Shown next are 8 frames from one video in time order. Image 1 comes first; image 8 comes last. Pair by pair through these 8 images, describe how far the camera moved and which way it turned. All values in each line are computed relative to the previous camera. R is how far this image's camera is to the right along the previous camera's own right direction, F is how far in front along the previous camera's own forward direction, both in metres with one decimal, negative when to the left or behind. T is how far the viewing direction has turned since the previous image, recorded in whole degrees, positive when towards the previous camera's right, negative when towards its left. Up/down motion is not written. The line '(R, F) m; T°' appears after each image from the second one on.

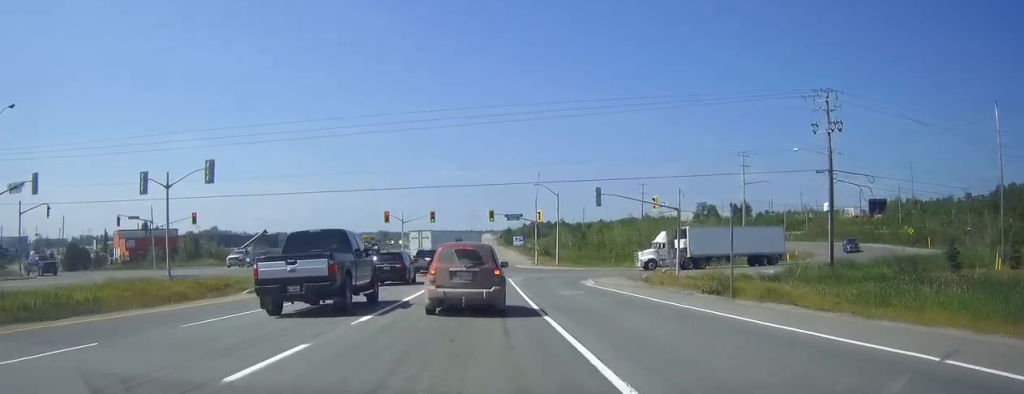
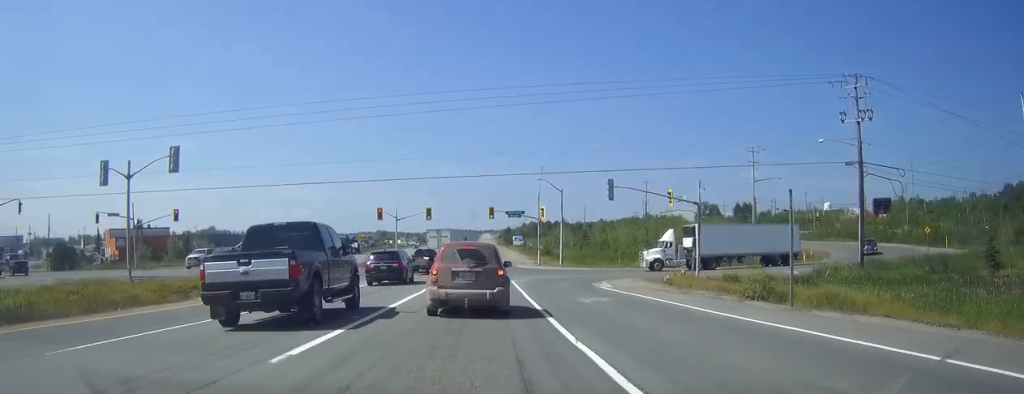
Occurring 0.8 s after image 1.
(0.0, +5.2) m; 0°
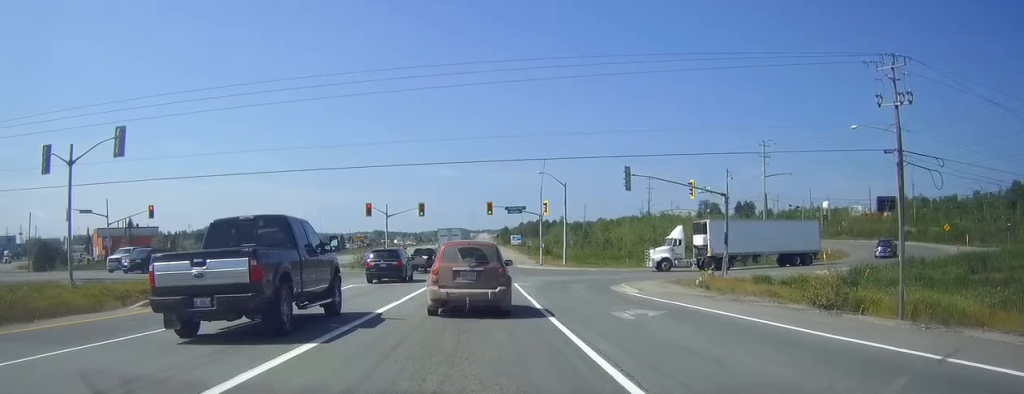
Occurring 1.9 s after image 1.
(0.0, +6.1) m; -1°
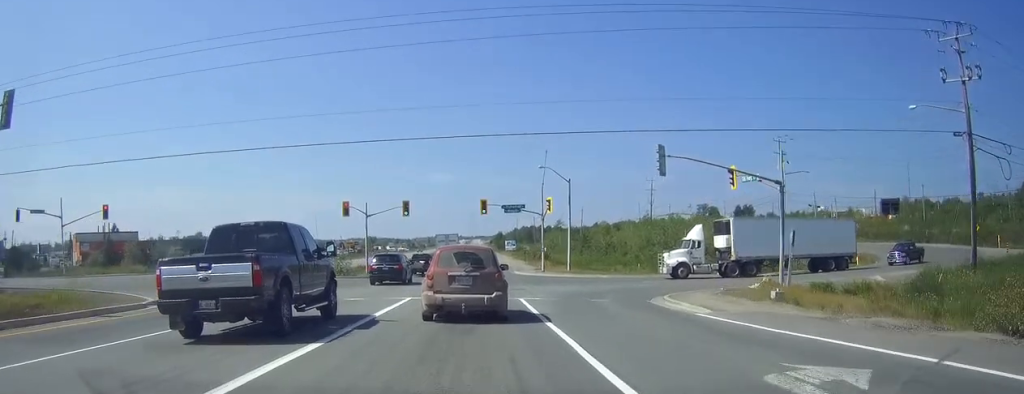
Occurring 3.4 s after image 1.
(-0.2, +8.5) m; -1°
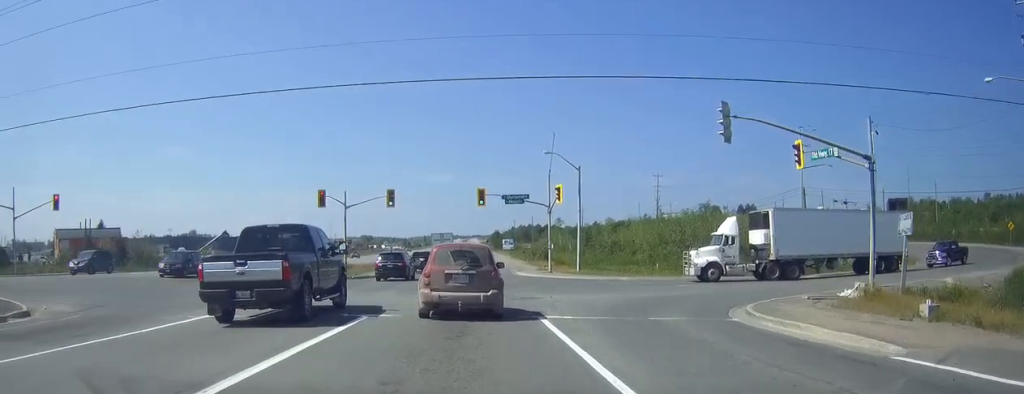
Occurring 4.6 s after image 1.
(0.0, +7.5) m; +1°
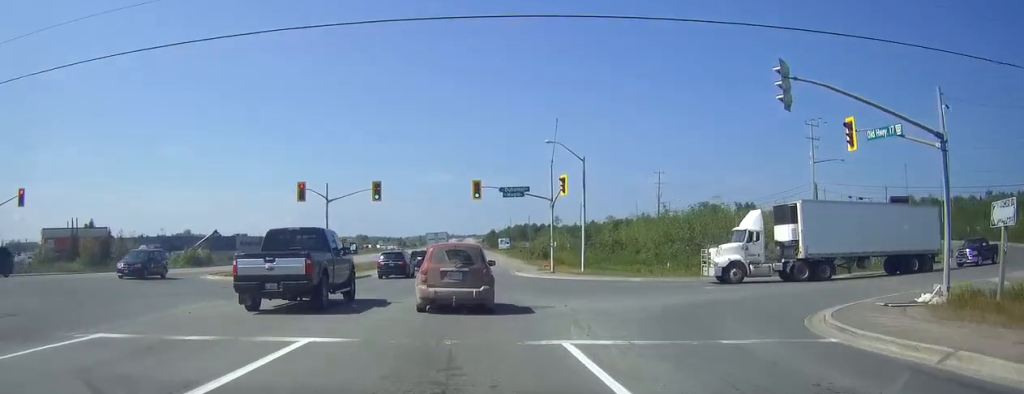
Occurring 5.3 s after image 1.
(0.0, +4.9) m; 0°
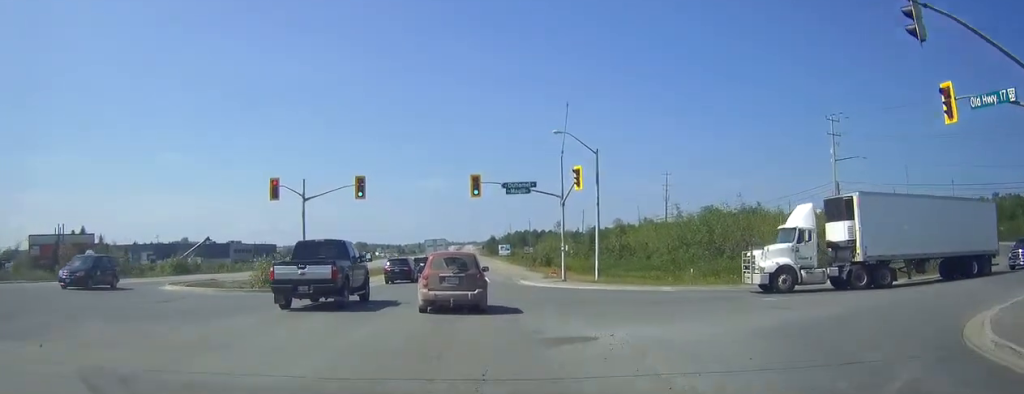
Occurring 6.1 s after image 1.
(0.0, +6.2) m; 0°
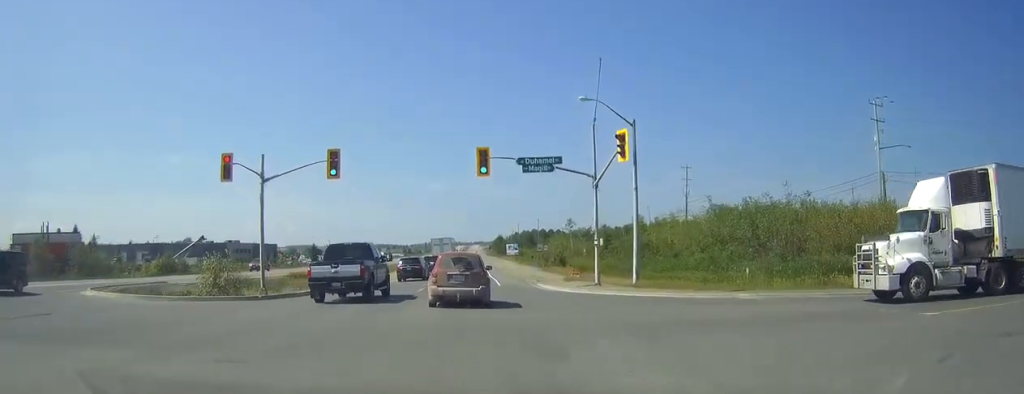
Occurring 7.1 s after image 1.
(0.0, +8.3) m; 0°
